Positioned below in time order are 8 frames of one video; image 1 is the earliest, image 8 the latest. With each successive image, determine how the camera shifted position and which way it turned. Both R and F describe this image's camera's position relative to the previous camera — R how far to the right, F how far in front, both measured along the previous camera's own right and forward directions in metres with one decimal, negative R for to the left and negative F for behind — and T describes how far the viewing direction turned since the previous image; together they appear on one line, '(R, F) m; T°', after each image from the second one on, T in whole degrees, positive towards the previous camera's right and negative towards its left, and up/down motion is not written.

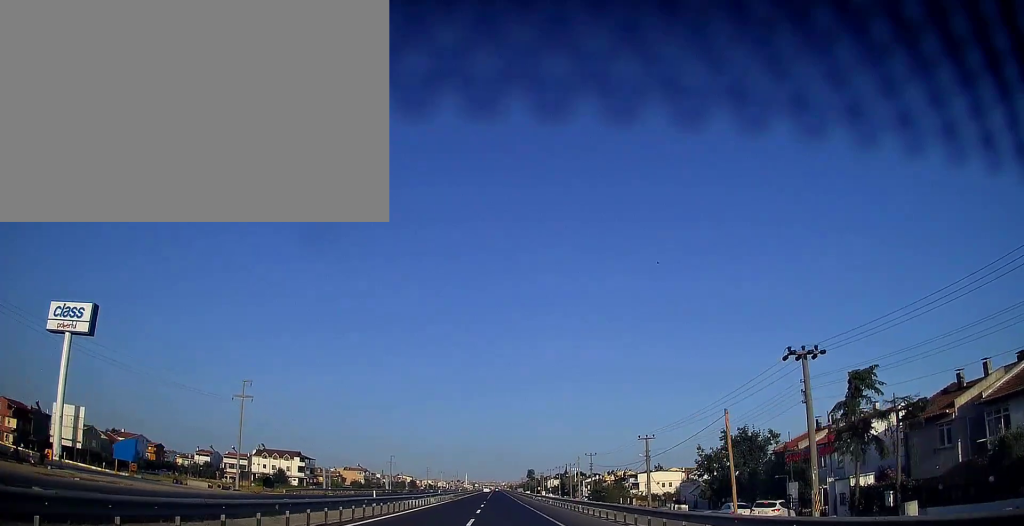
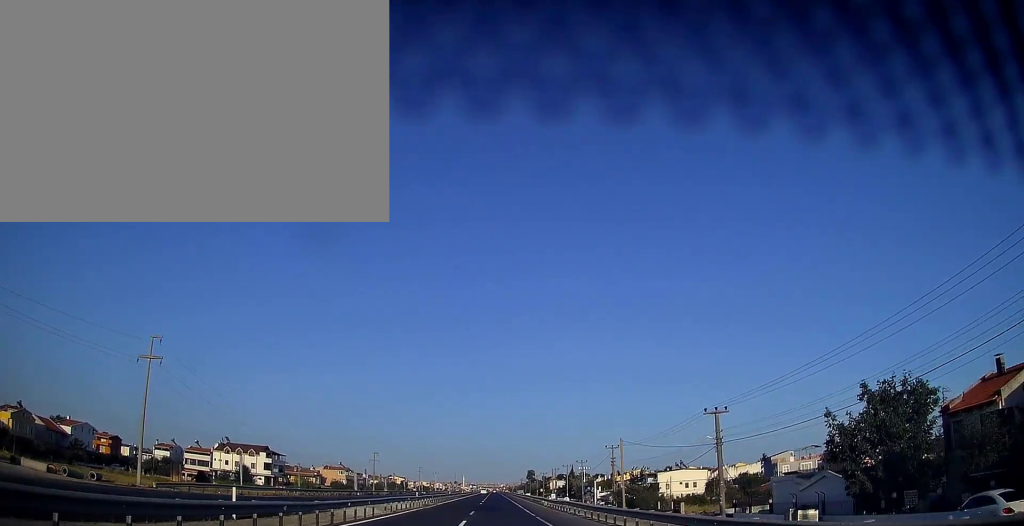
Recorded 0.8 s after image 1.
(+0.2, +23.5) m; 0°
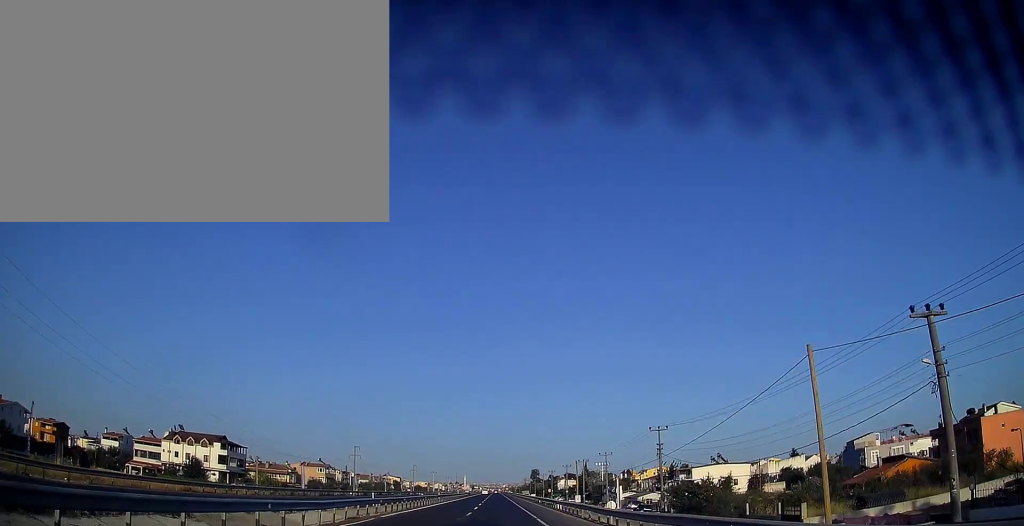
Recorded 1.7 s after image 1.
(-0.1, +26.6) m; -1°
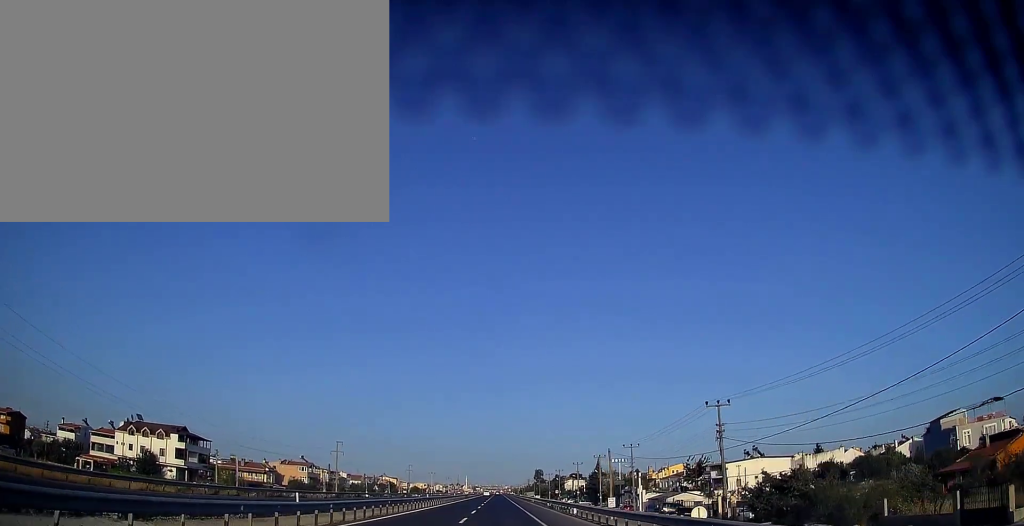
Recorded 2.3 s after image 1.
(-0.2, +17.8) m; -1°
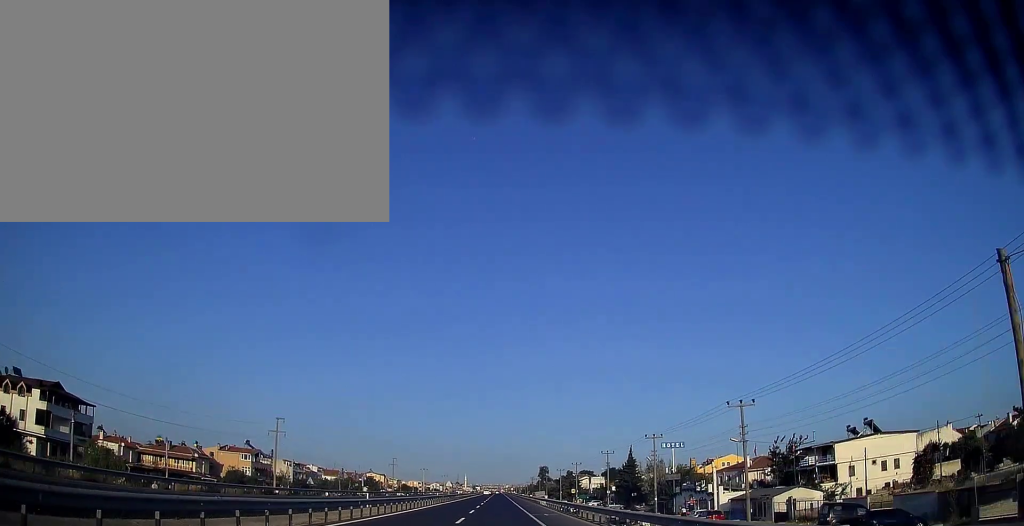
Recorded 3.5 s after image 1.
(0.0, +36.6) m; +1°
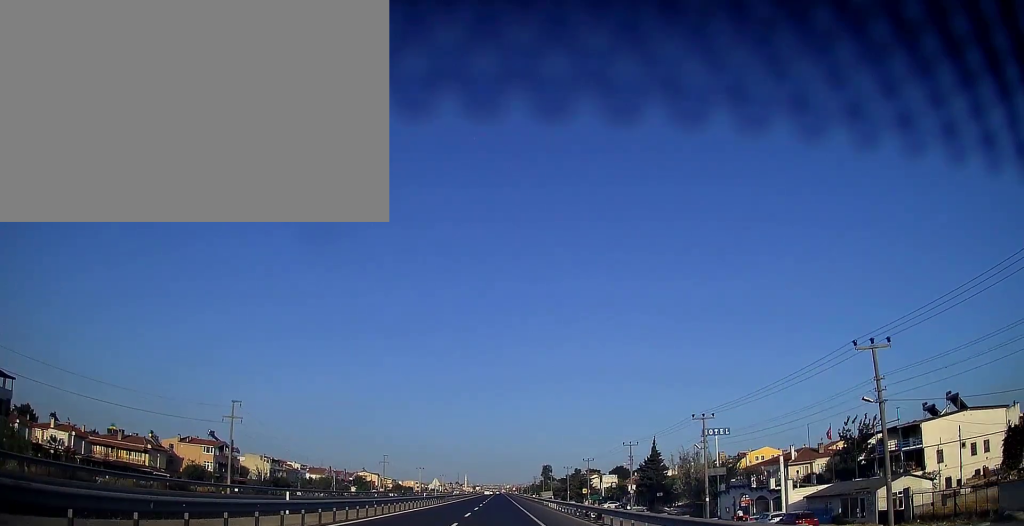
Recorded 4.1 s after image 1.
(+0.2, +16.8) m; 0°
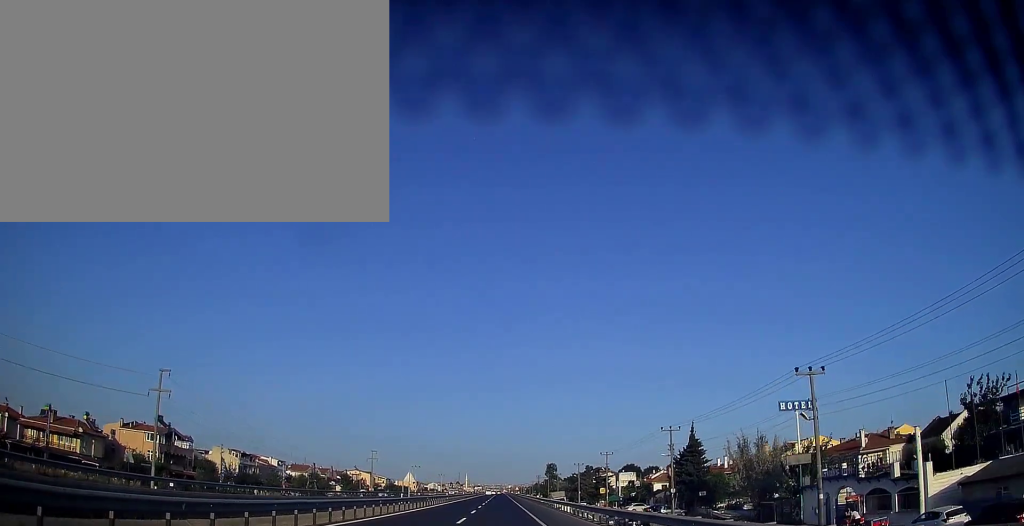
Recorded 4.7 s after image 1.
(0.0, +18.8) m; 0°
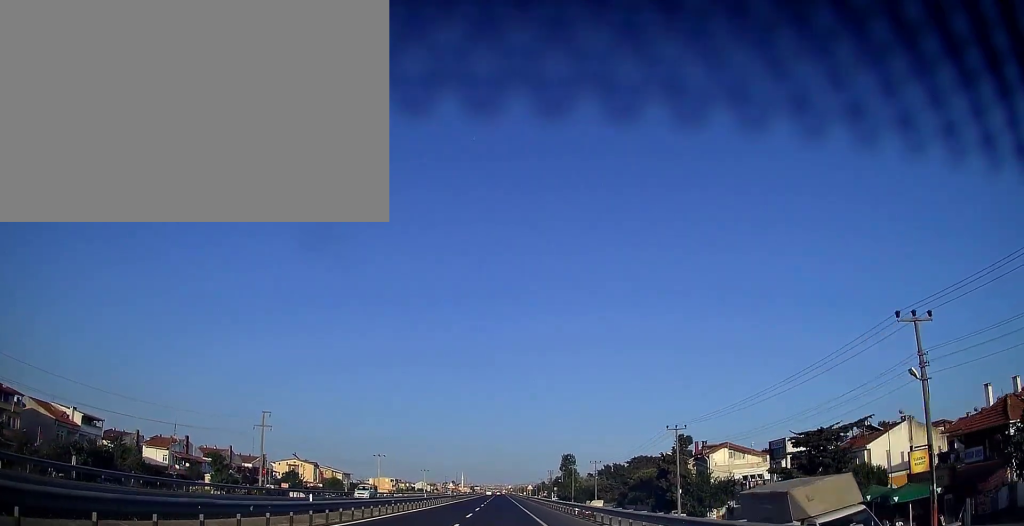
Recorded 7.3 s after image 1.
(-0.4, +76.6) m; 0°
